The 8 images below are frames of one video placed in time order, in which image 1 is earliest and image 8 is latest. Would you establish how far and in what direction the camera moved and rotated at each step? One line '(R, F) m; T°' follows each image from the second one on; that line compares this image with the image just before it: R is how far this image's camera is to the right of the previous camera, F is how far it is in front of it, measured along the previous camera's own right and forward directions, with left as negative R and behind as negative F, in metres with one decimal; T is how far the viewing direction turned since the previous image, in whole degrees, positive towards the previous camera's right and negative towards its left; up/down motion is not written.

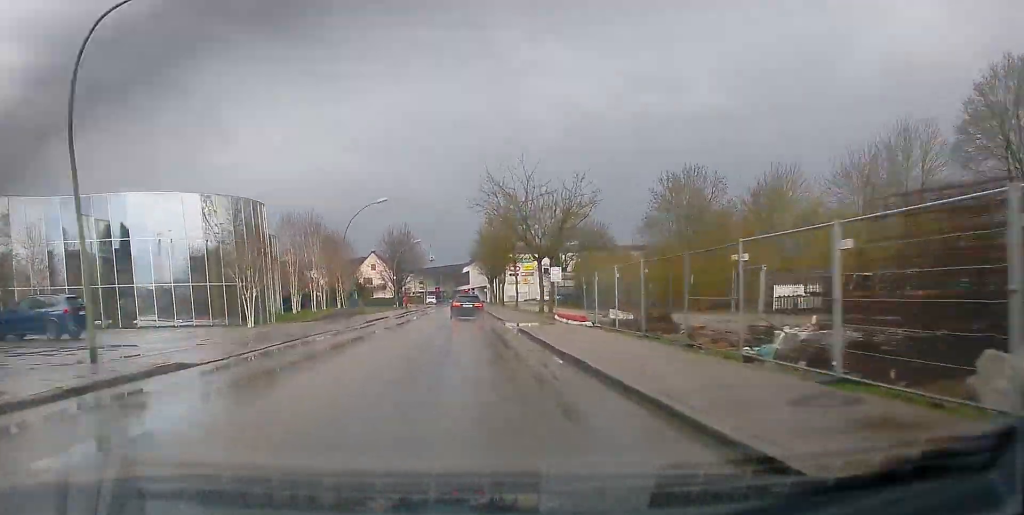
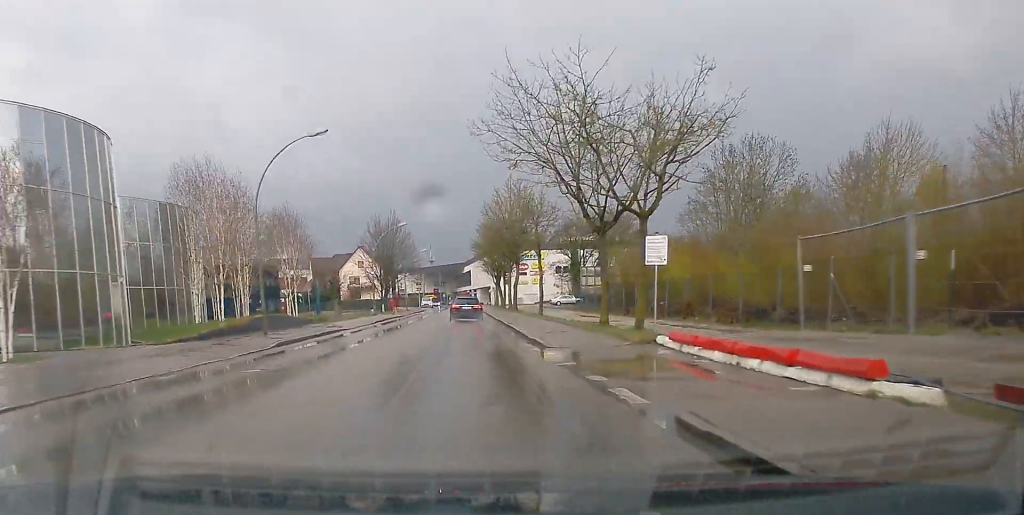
(-0.3, +22.3) m; +1°
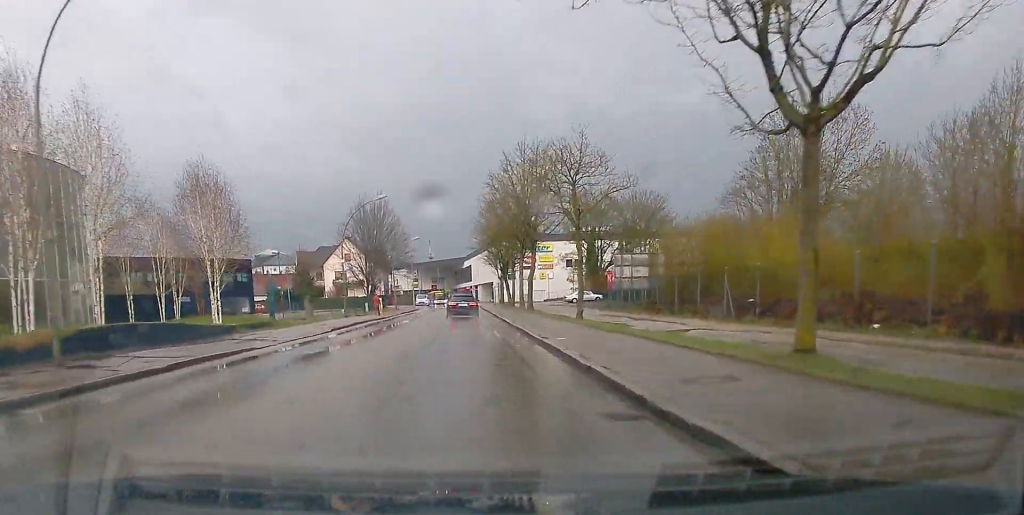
(+0.1, +16.9) m; 0°
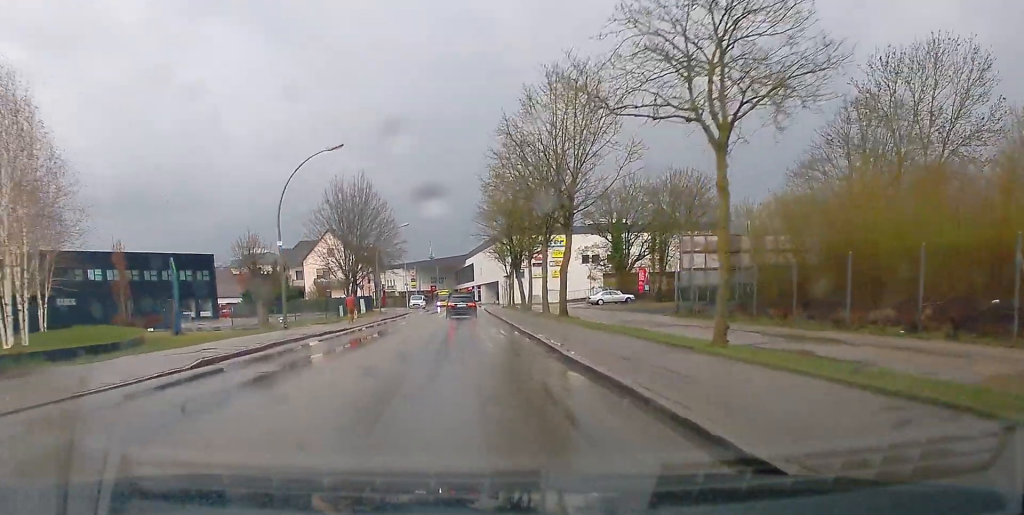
(+0.4, +18.1) m; 0°
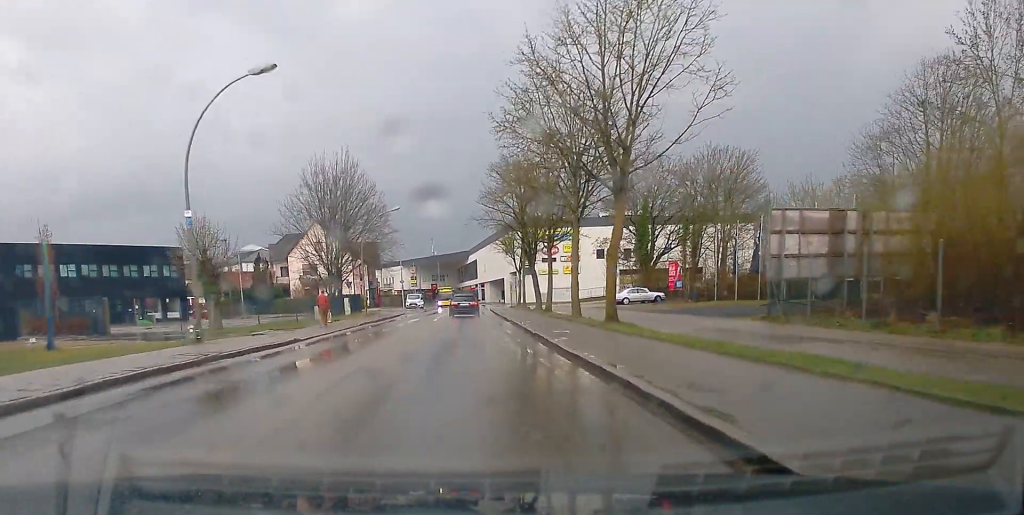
(-0.1, +11.8) m; 0°
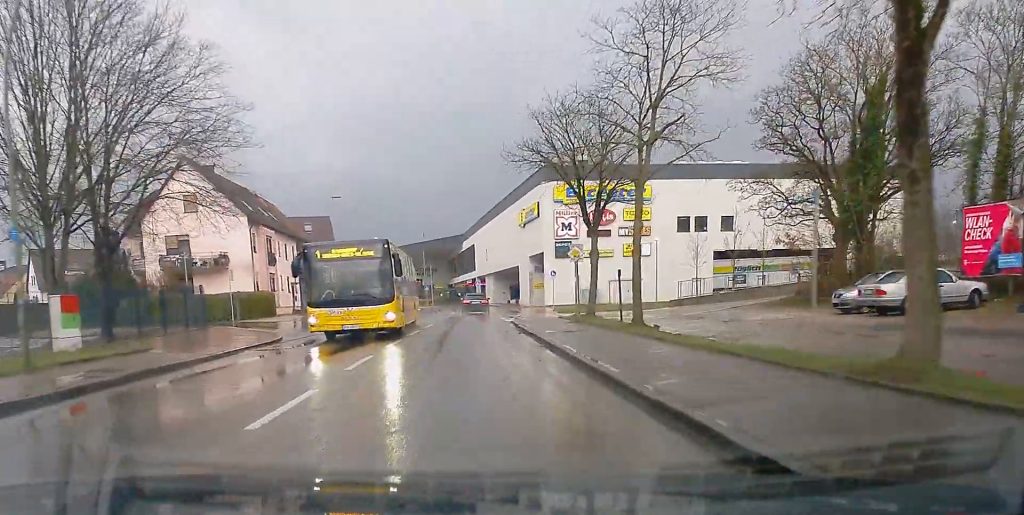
(-0.6, +47.3) m; -1°
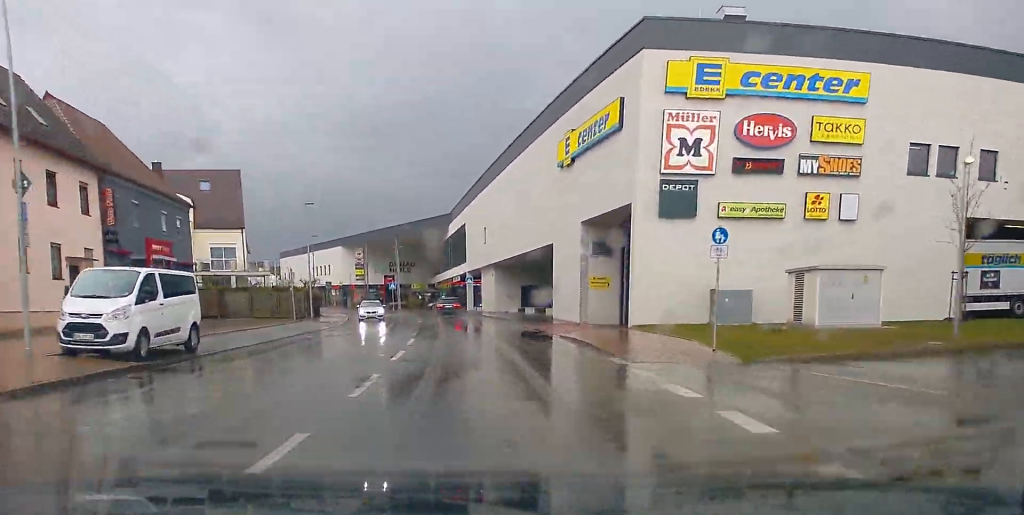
(+0.6, +39.5) m; +1°
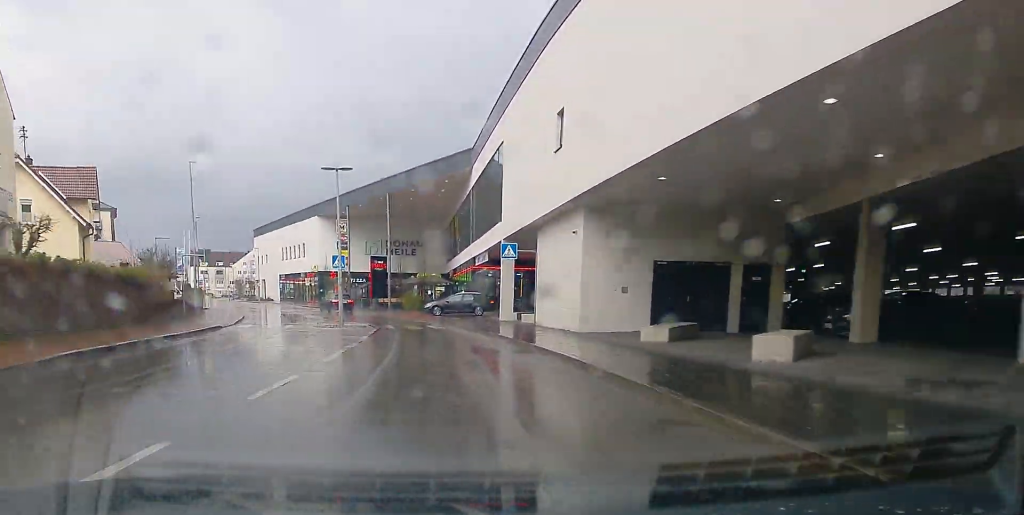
(-0.9, +42.8) m; -6°
